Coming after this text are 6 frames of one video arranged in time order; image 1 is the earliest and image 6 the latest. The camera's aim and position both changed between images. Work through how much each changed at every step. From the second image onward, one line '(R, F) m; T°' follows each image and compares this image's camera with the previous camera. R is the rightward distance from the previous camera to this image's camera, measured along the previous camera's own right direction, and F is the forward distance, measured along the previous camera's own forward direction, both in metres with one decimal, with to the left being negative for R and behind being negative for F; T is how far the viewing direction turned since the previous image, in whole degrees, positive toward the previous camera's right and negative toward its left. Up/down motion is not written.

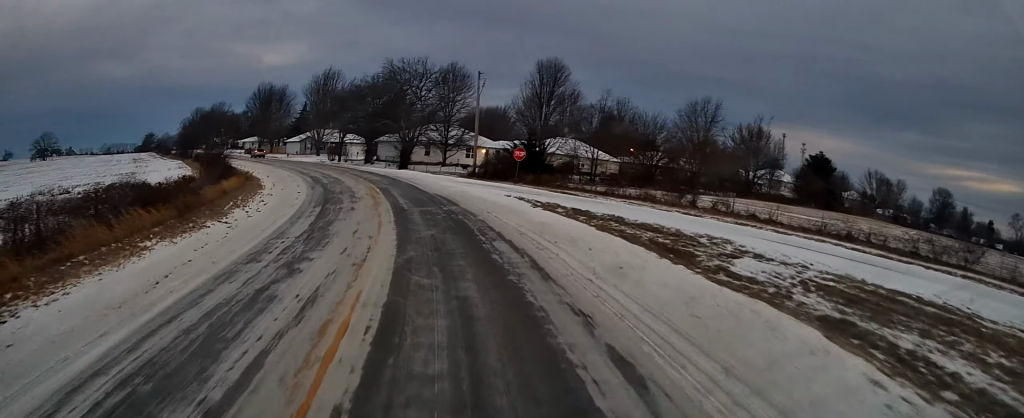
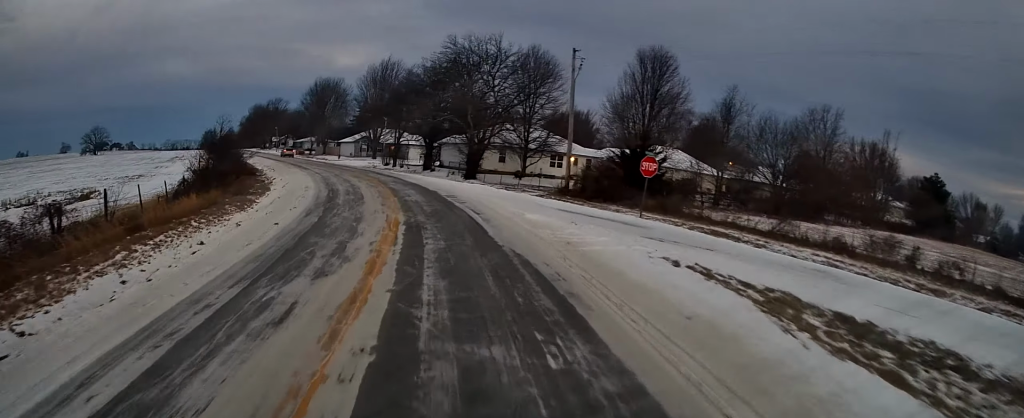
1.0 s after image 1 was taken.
(-1.5, +15.5) m; -9°
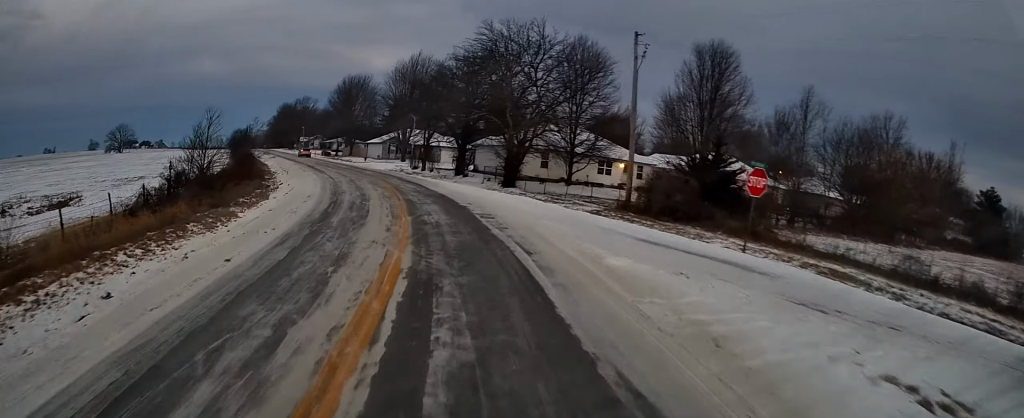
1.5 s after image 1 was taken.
(-0.4, +7.2) m; -3°
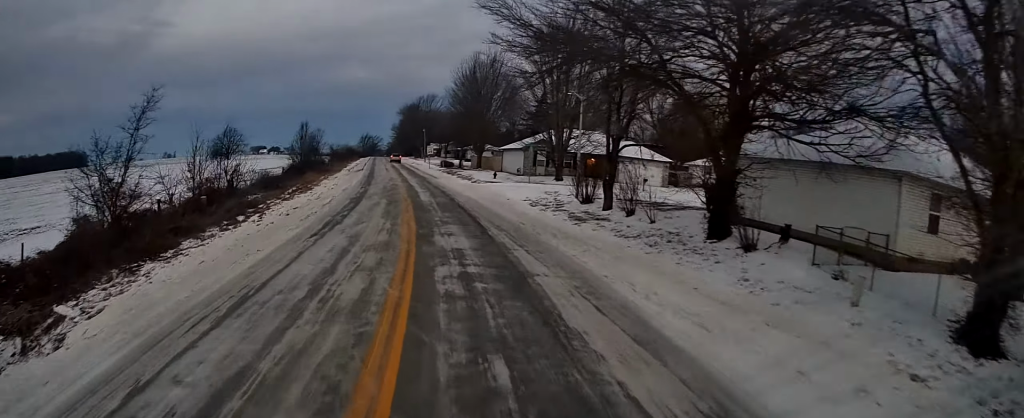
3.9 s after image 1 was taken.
(-5.2, +36.8) m; -16°
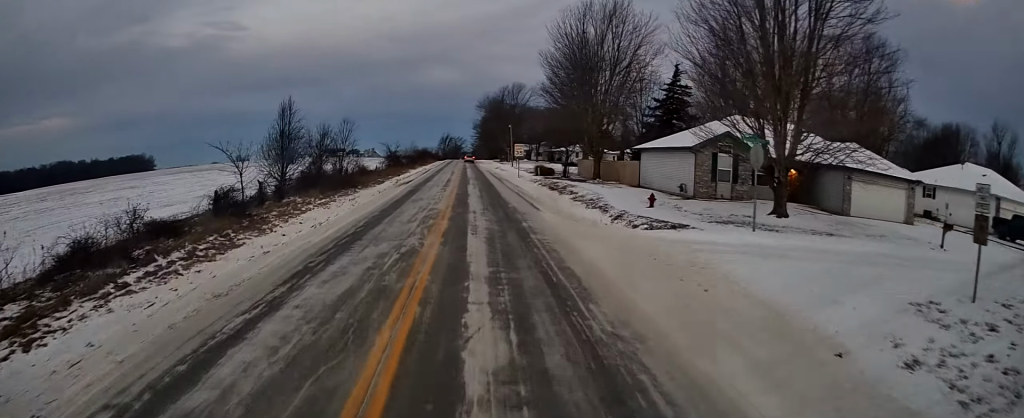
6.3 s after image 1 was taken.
(-2.9, +30.0) m; -11°
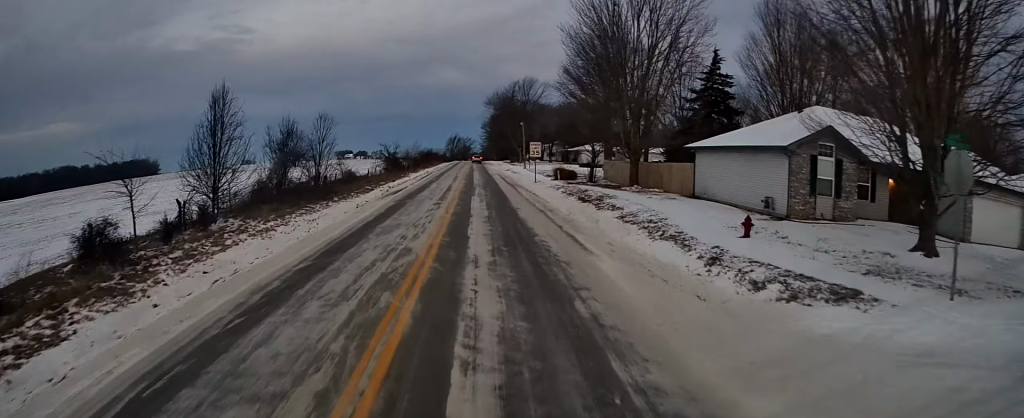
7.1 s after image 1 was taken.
(-0.4, +9.6) m; -3°
